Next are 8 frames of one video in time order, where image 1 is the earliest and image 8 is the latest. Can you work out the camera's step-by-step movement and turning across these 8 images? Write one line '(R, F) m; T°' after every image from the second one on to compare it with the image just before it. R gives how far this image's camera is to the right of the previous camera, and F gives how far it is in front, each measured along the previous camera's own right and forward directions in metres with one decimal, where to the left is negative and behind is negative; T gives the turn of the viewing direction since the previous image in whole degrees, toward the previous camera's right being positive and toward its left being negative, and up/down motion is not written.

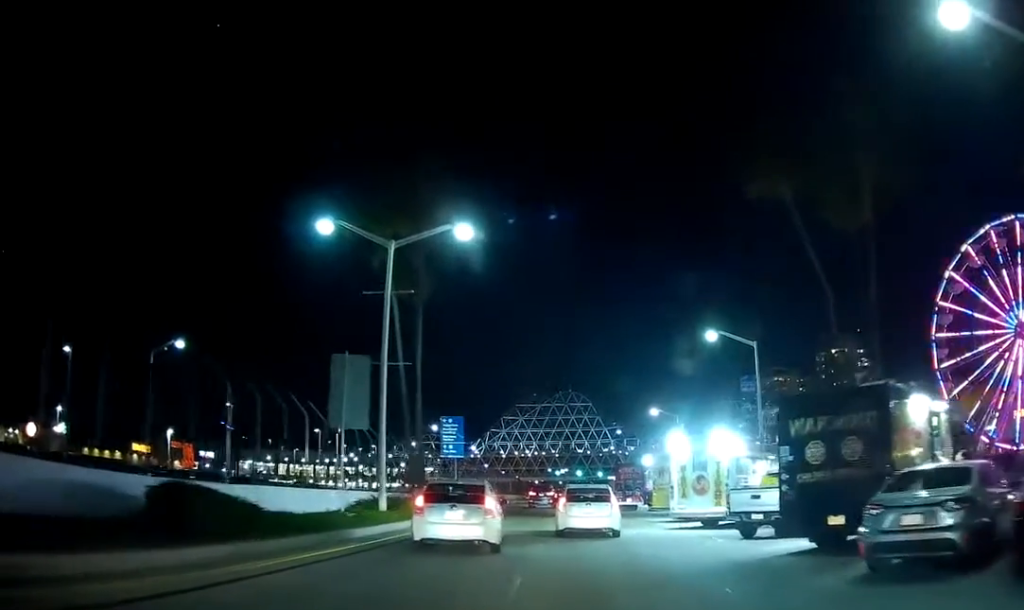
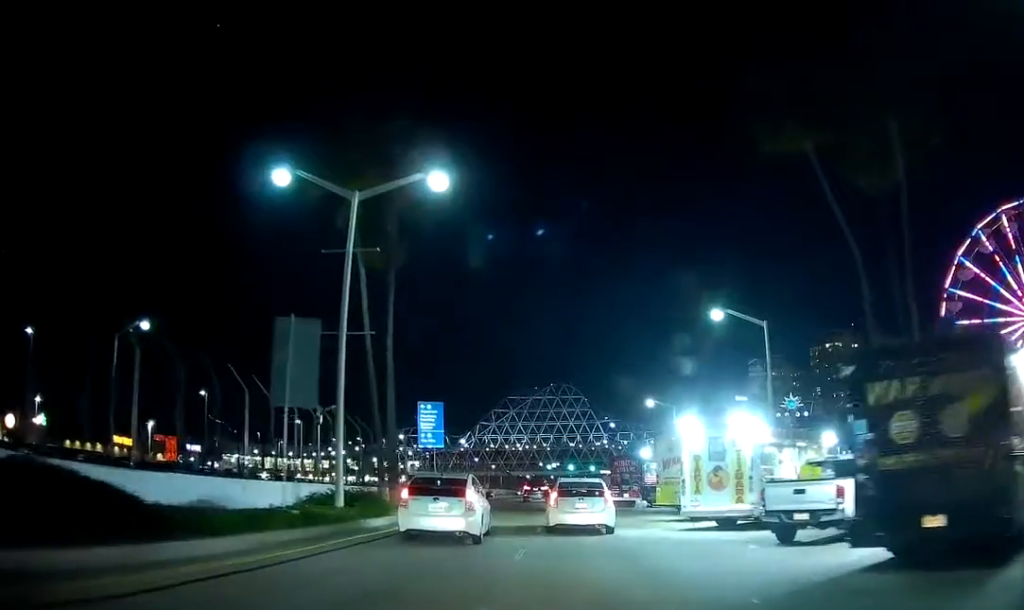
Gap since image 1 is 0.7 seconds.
(+0.1, +4.0) m; +1°
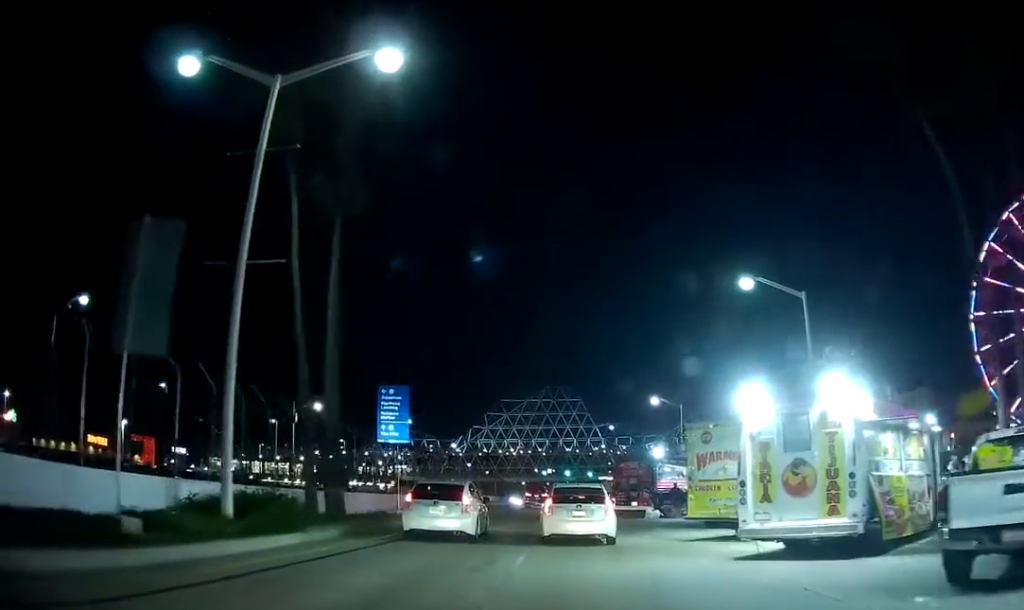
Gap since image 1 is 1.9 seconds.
(+0.1, +7.0) m; 0°
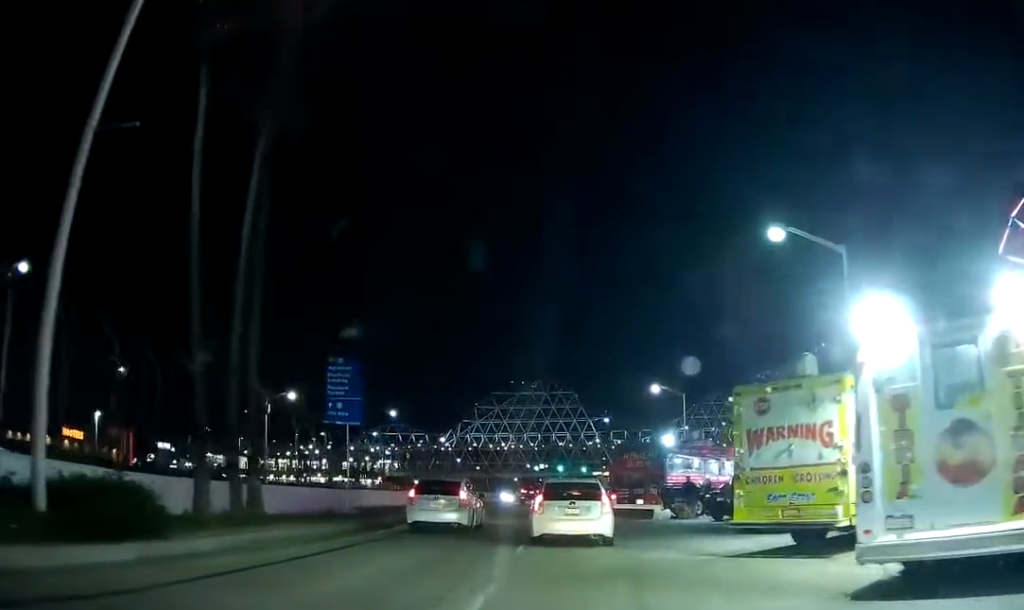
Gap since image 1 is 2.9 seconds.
(0.0, +5.8) m; 0°
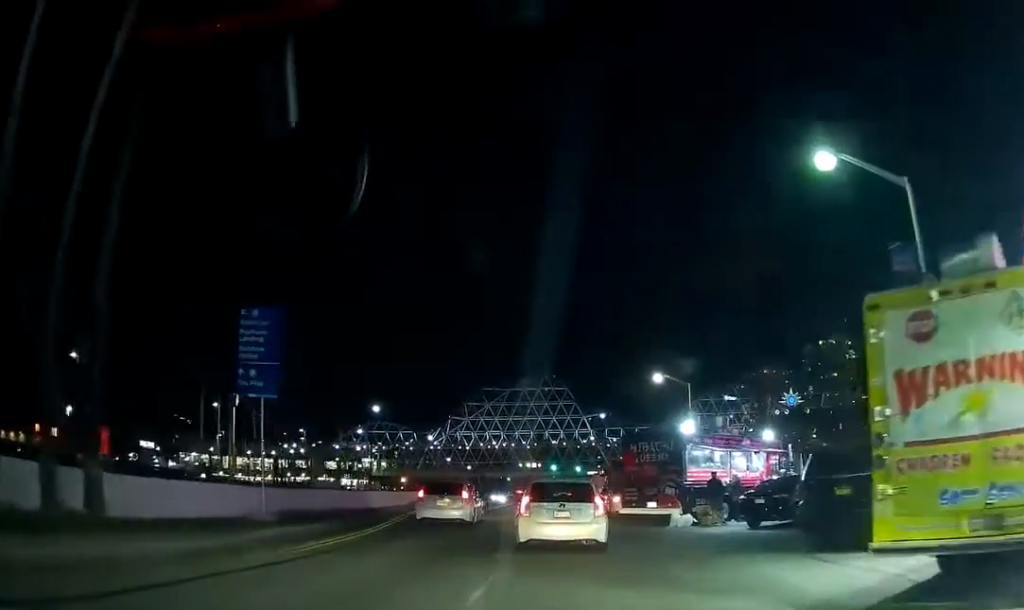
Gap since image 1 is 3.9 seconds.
(0.0, +6.1) m; +1°
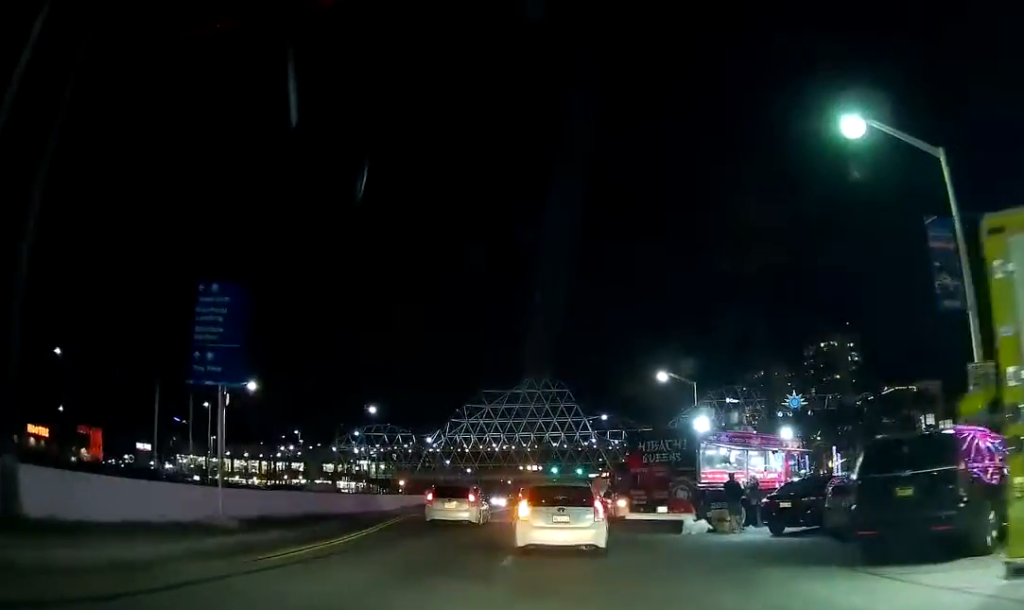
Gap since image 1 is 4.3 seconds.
(0.0, +2.5) m; 0°
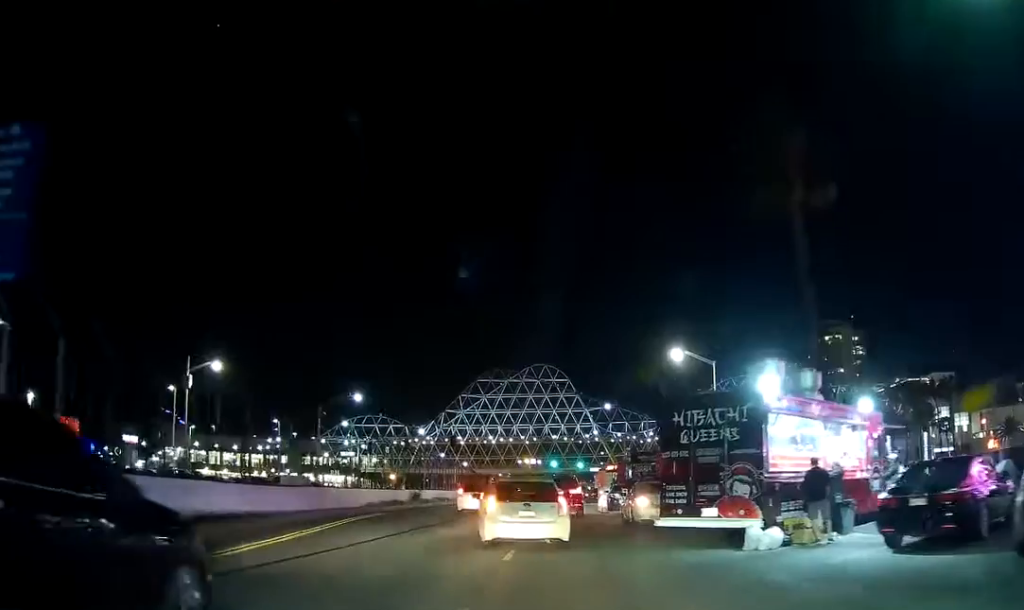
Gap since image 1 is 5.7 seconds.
(-0.1, +7.8) m; -1°
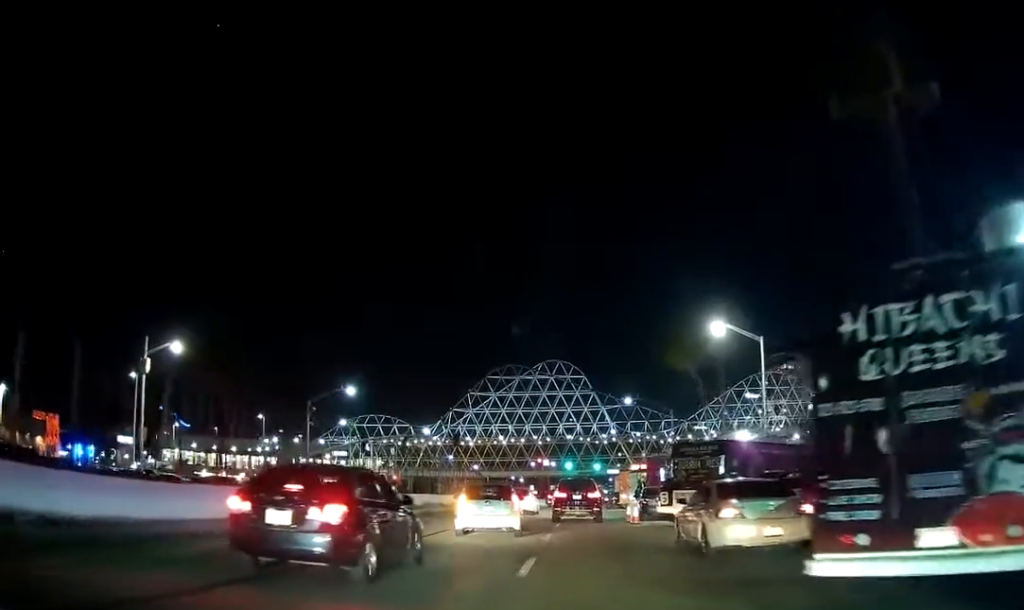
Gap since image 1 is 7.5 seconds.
(+0.1, +8.6) m; +1°
